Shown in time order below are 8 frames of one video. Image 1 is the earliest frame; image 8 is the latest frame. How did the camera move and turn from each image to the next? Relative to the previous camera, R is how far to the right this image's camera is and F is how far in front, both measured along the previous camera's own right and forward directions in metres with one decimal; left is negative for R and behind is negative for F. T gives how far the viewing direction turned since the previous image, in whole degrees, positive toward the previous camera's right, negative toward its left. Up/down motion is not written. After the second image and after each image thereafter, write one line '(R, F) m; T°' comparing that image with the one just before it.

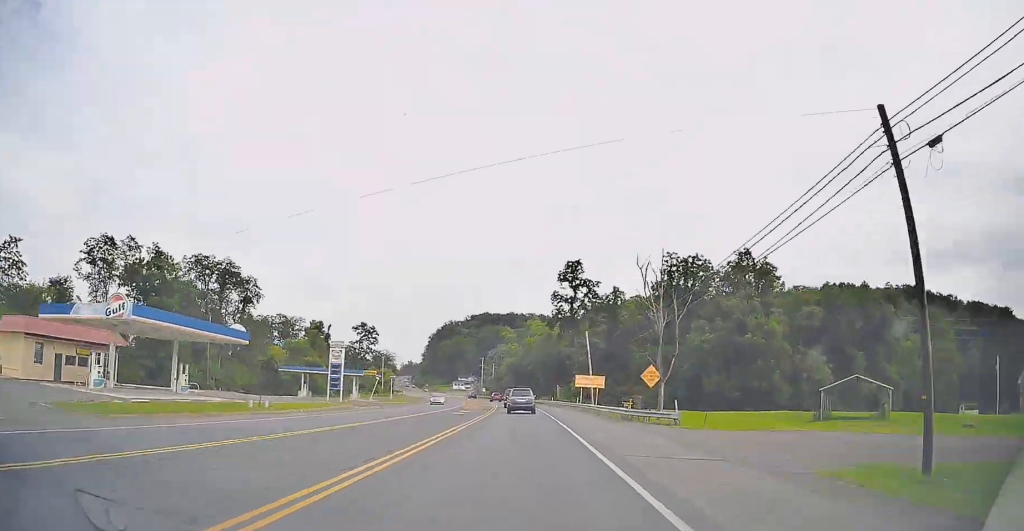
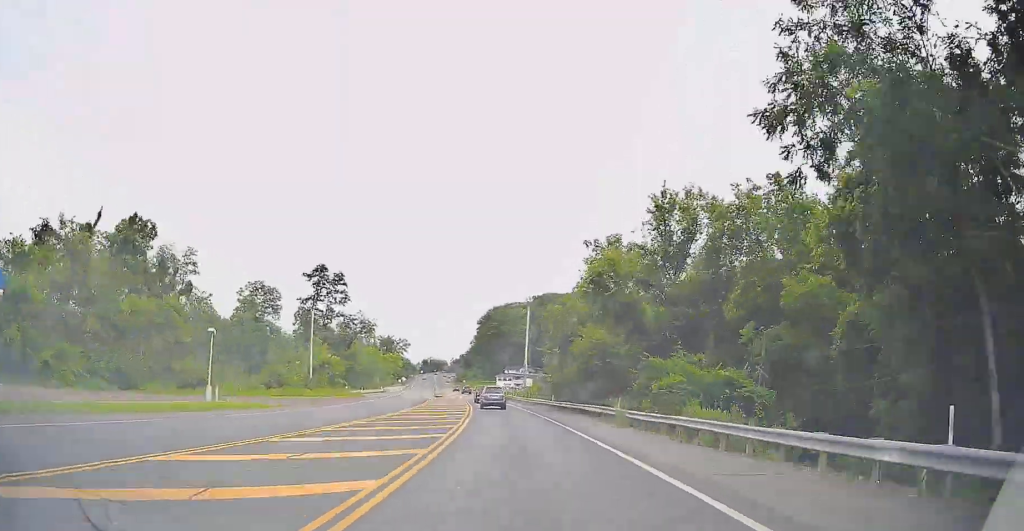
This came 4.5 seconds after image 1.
(-5.6, +98.7) m; -8°
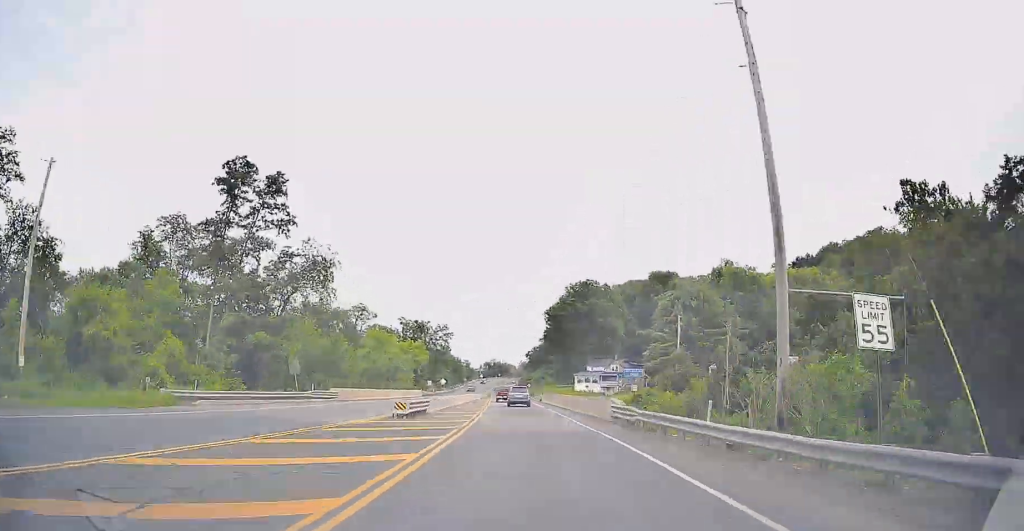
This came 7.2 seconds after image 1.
(-3.4, +62.5) m; -5°
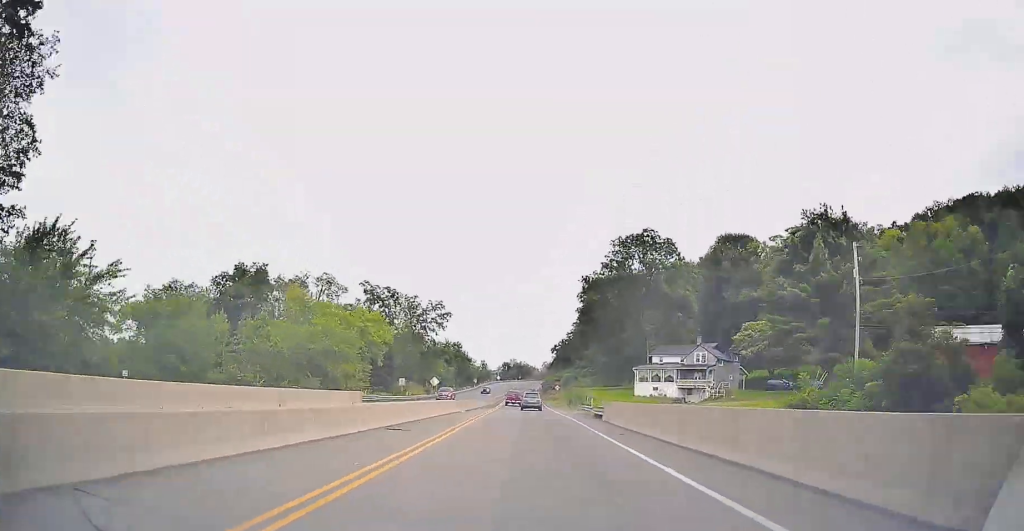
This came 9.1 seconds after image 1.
(-1.2, +45.4) m; -2°
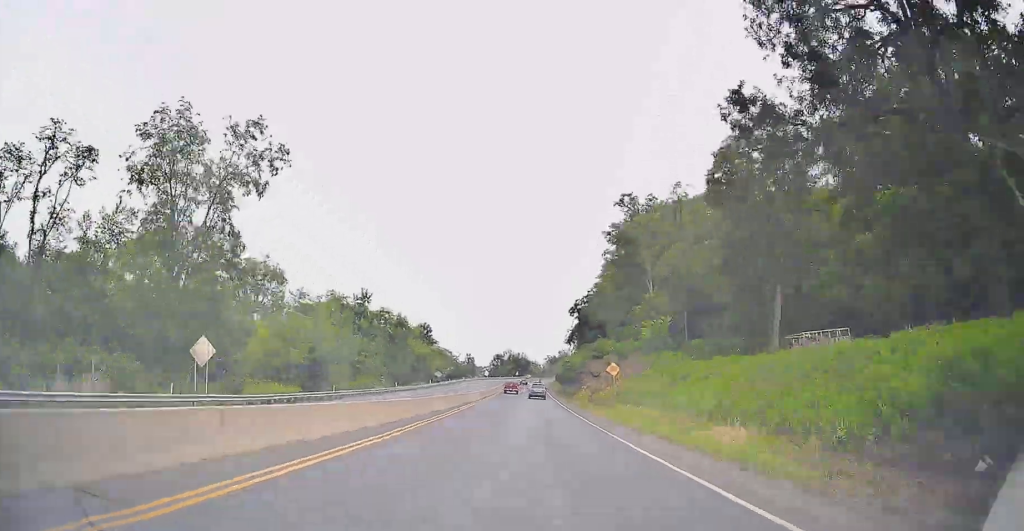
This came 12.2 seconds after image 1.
(-0.8, +76.1) m; 0°
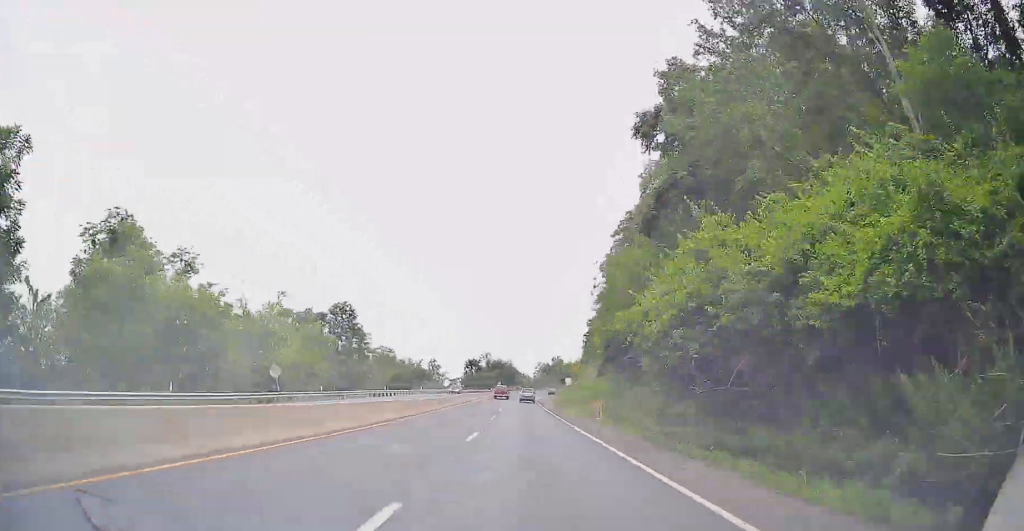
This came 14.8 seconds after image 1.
(+0.3, +64.4) m; +1°
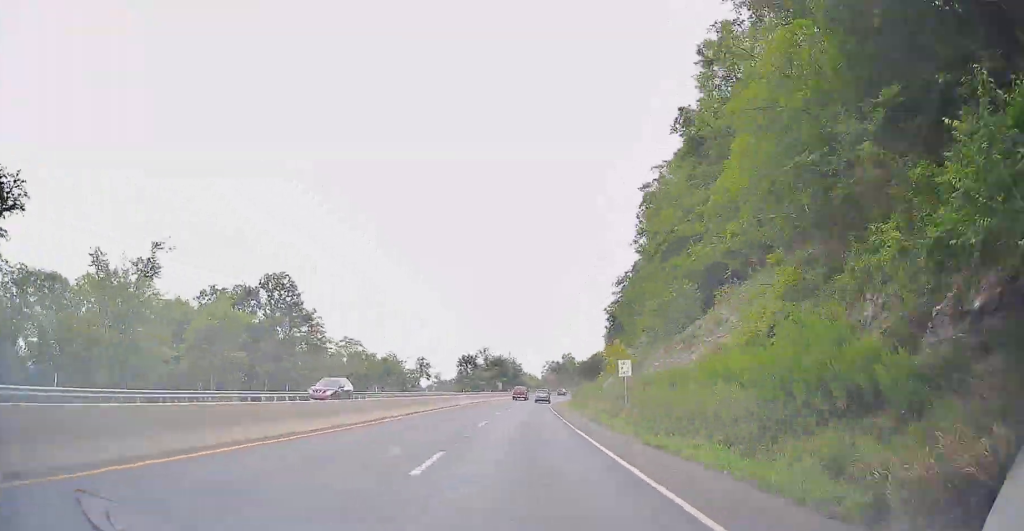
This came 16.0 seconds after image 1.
(-0.4, +29.6) m; +2°
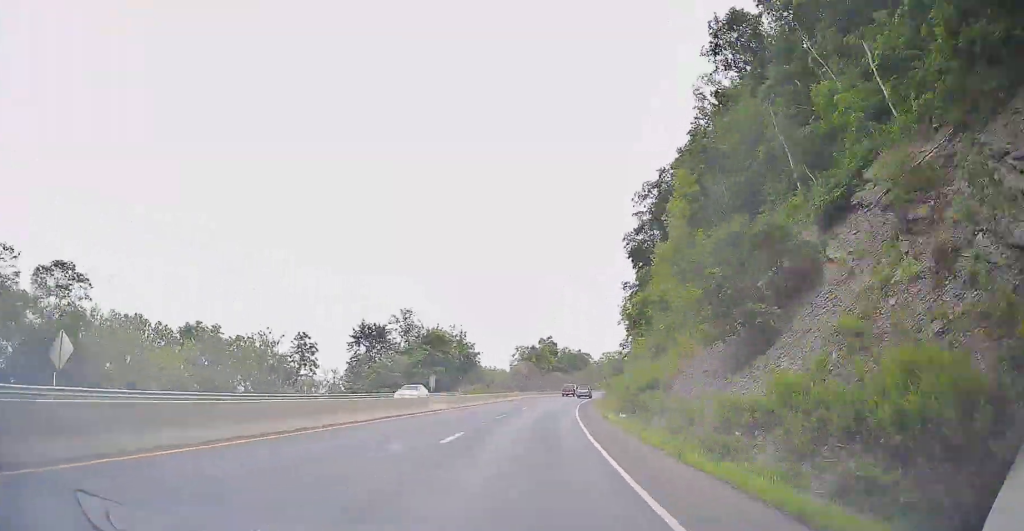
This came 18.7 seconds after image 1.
(+2.7, +65.4) m; +5°
